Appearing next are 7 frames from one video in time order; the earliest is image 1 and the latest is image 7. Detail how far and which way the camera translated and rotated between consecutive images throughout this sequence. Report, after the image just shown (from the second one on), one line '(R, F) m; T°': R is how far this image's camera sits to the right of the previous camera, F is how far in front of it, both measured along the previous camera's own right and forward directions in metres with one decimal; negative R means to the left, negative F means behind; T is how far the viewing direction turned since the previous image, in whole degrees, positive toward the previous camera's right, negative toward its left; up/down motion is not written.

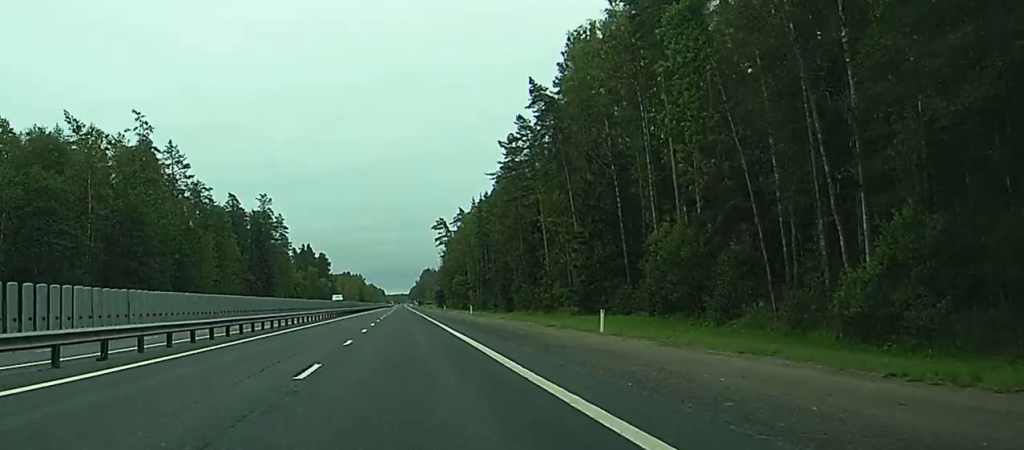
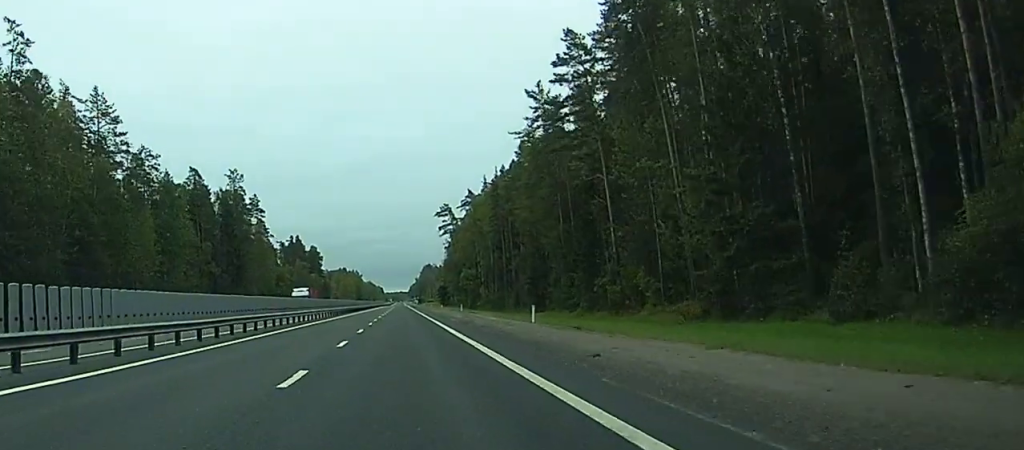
(+0.2, +36.8) m; 0°
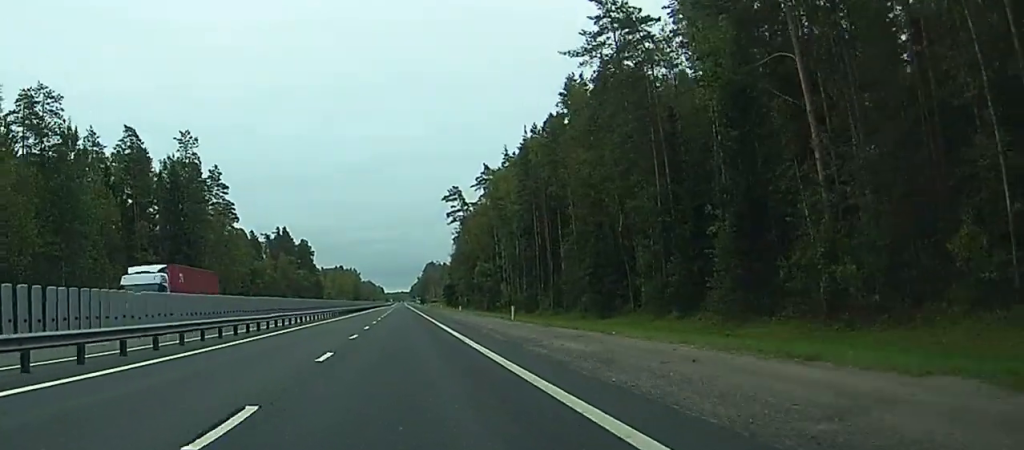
(0.0, +41.3) m; 0°
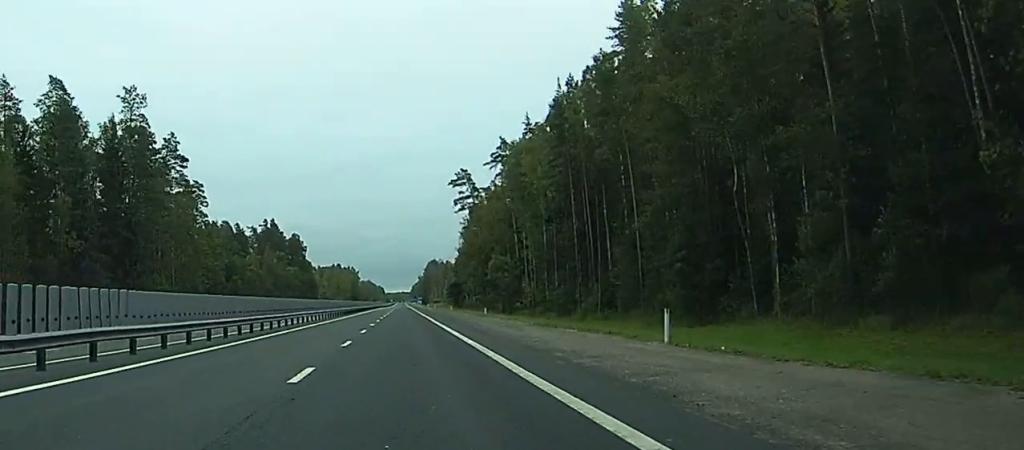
(-0.1, +29.3) m; 0°
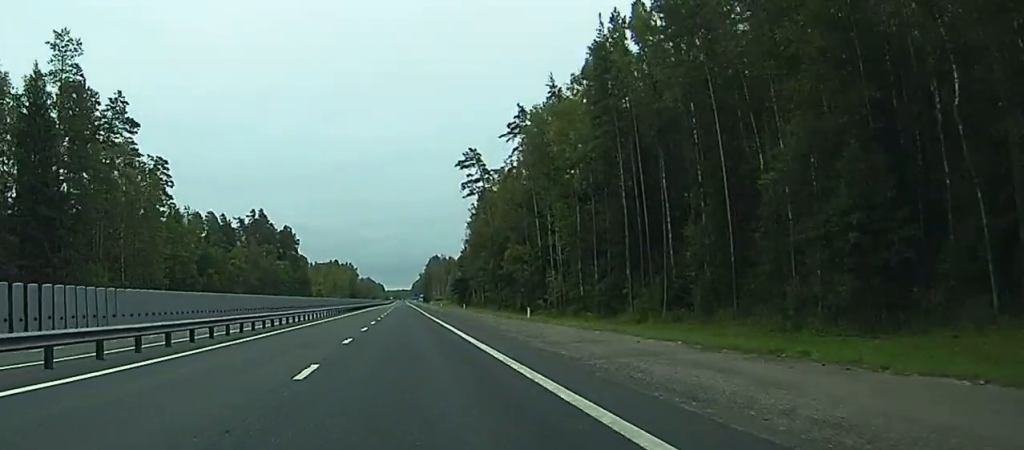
(0.0, +23.7) m; 0°
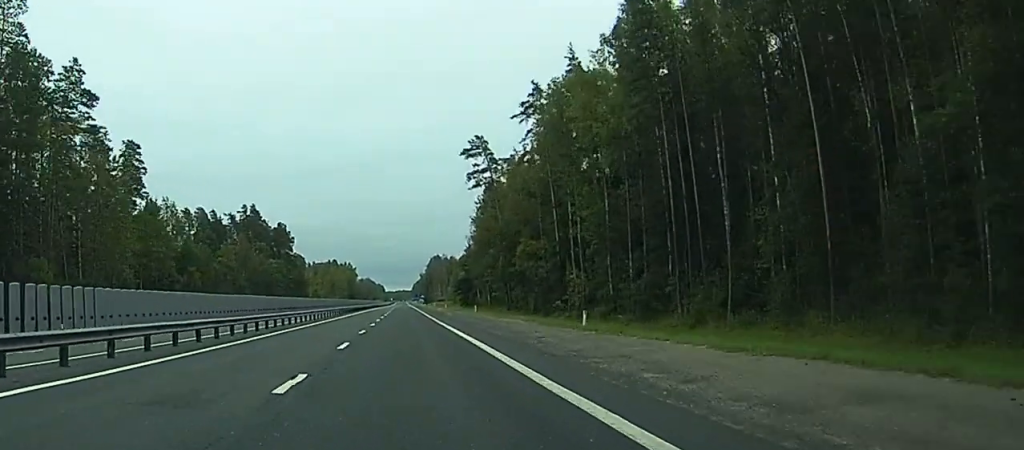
(0.0, +14.2) m; 0°
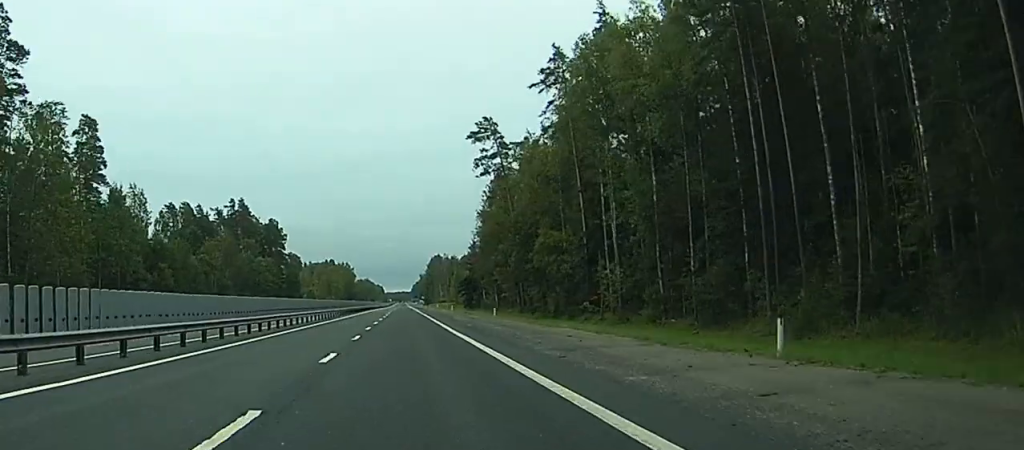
(0.0, +17.1) m; 0°
